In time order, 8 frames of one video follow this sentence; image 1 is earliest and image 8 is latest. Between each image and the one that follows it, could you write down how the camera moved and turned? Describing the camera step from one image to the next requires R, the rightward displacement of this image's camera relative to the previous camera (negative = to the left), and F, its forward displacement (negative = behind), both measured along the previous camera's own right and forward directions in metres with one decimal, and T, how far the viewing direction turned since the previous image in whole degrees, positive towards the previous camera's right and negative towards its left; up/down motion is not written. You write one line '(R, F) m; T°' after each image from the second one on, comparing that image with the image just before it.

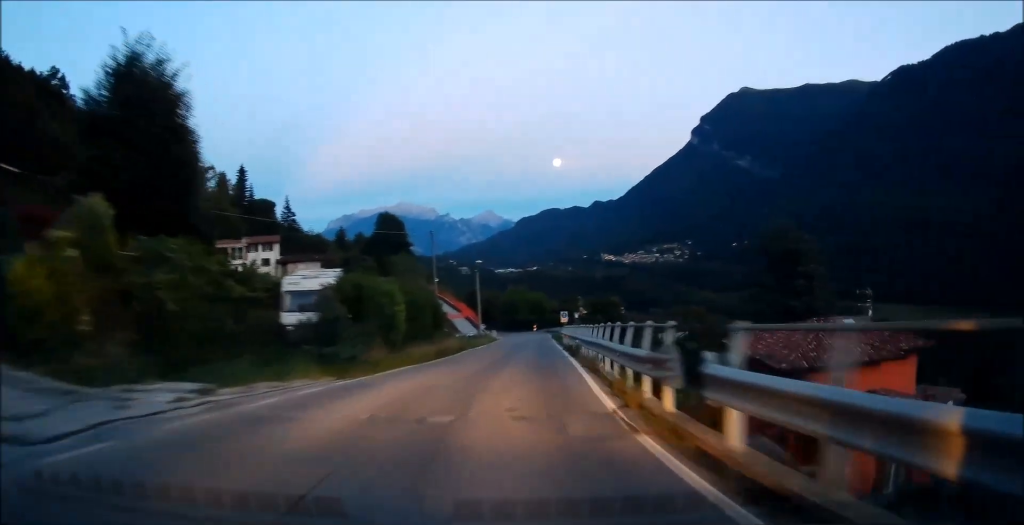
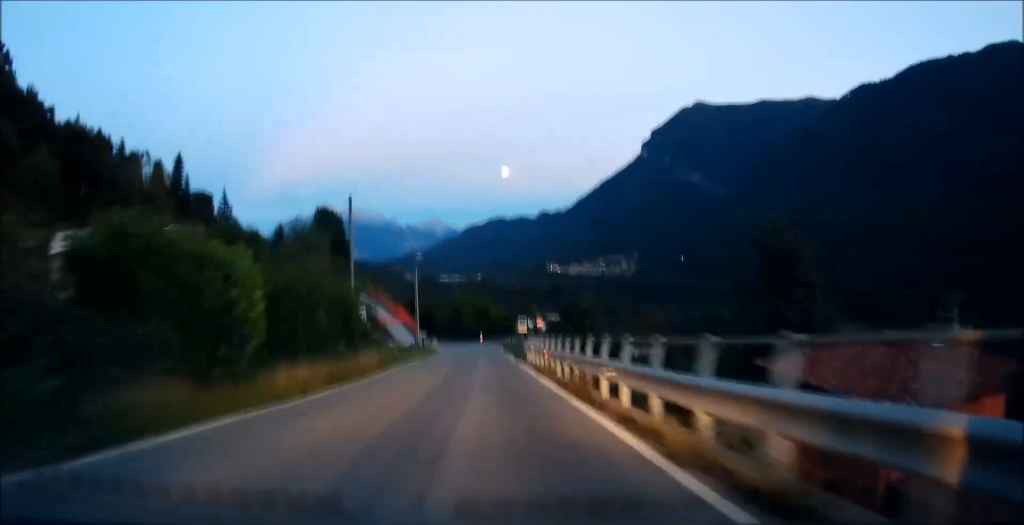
(+0.7, +11.9) m; +4°
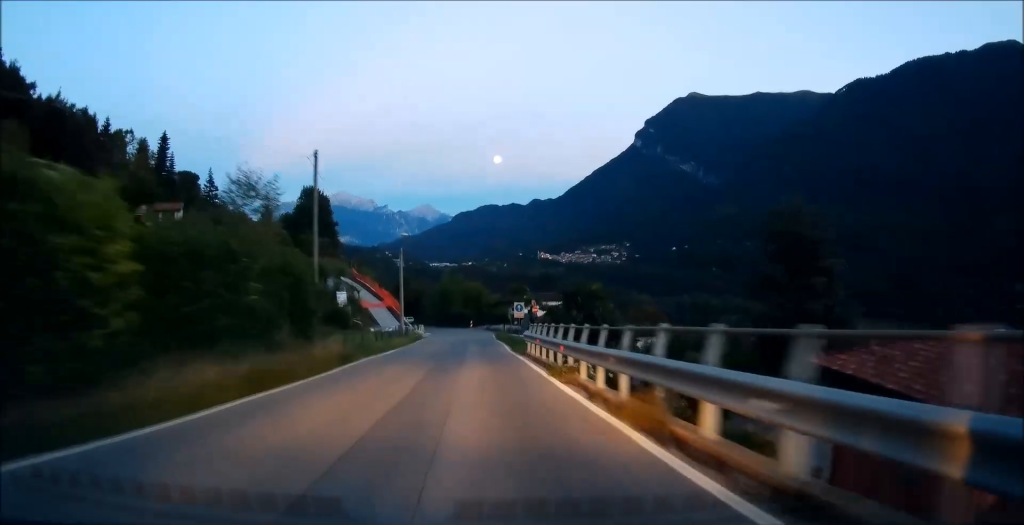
(0.0, +5.6) m; +1°
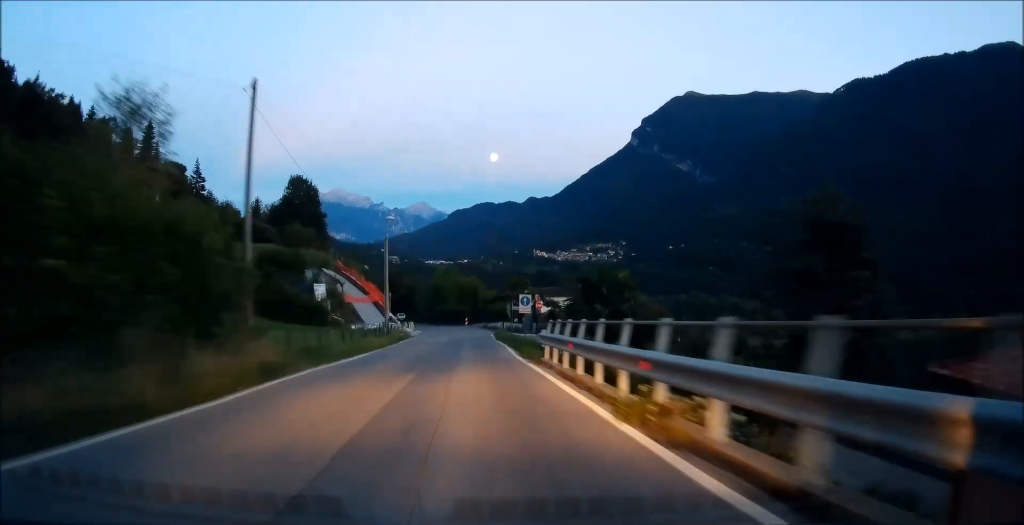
(0.0, +7.3) m; +1°
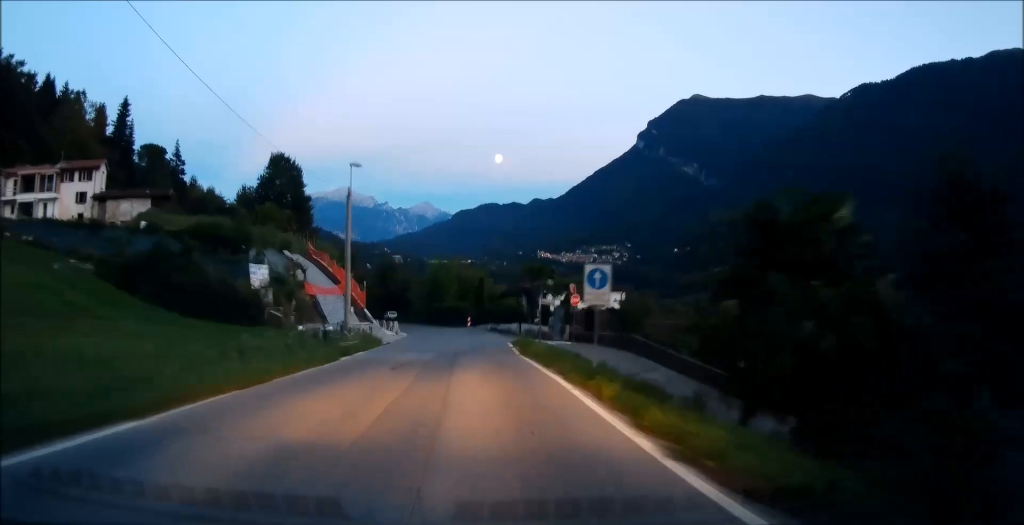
(+0.1, +16.7) m; 0°
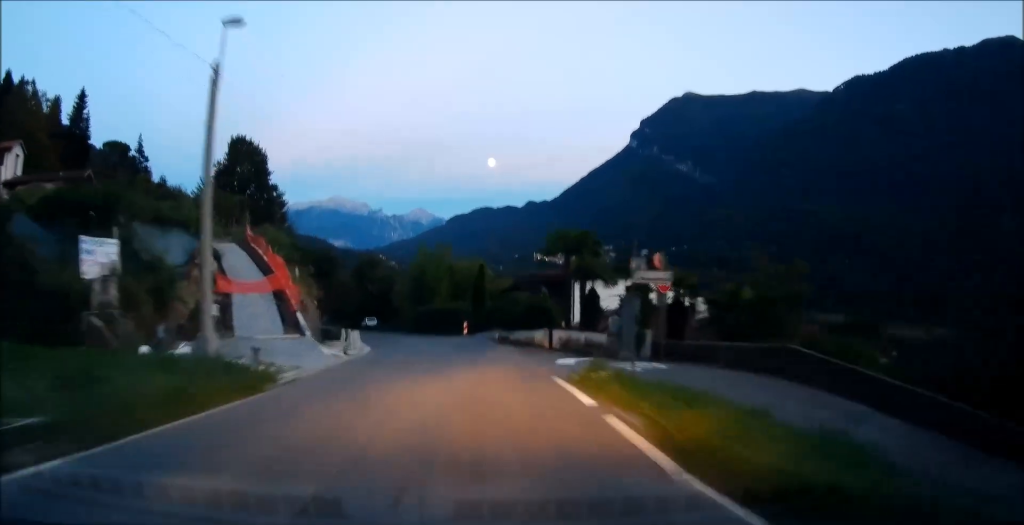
(-0.2, +17.9) m; -1°
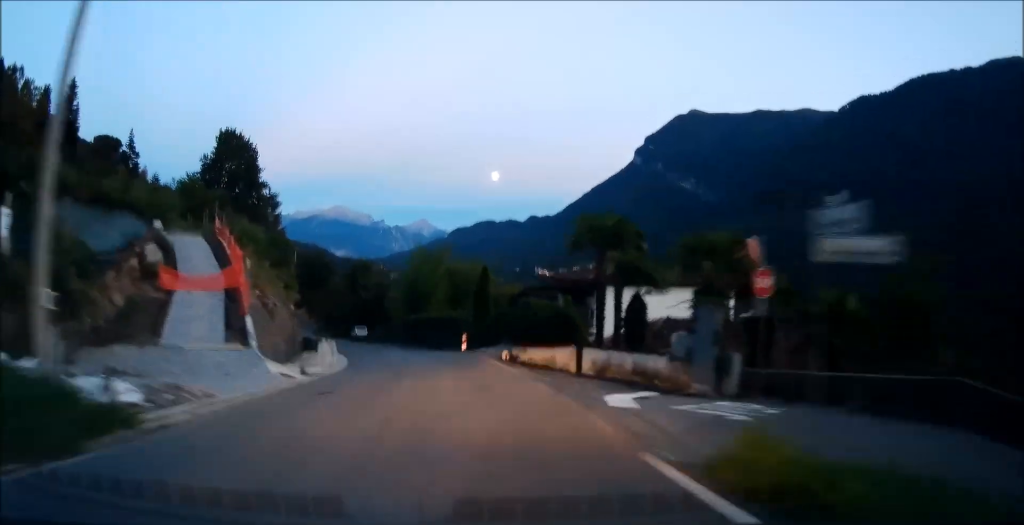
(0.0, +7.1) m; -1°
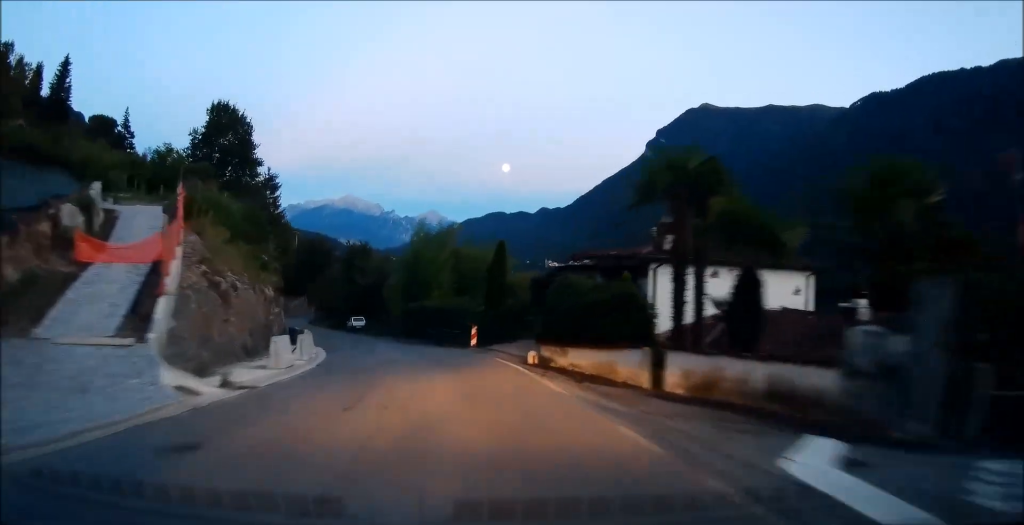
(+0.1, +7.5) m; -2°
